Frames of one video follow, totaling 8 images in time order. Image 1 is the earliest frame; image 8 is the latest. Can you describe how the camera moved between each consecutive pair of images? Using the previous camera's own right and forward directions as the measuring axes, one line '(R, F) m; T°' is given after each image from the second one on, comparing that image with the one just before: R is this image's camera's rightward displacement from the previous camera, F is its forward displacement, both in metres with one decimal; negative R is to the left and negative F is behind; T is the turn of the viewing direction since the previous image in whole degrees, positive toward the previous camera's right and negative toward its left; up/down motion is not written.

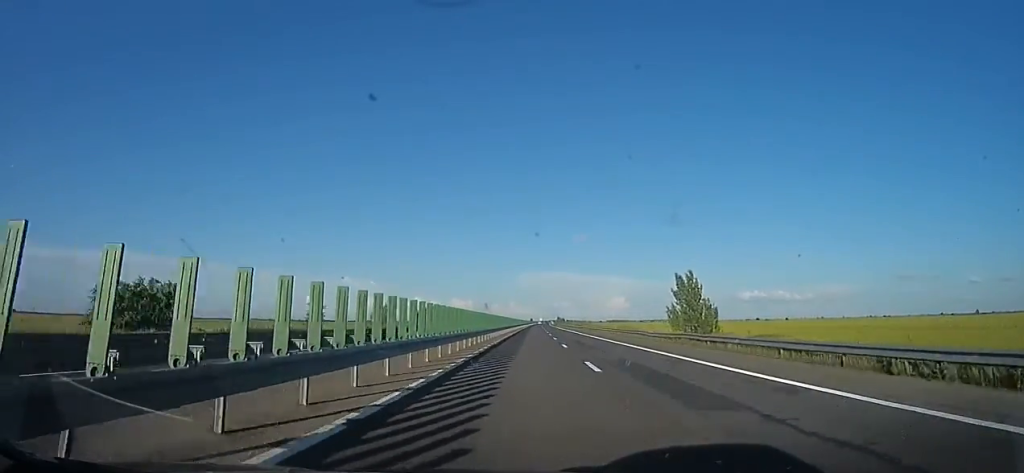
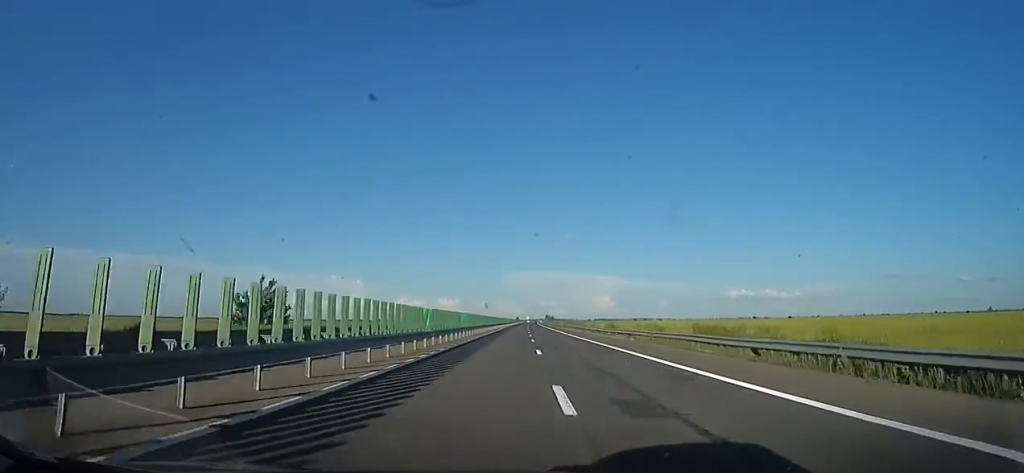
(+0.5, +55.3) m; +2°
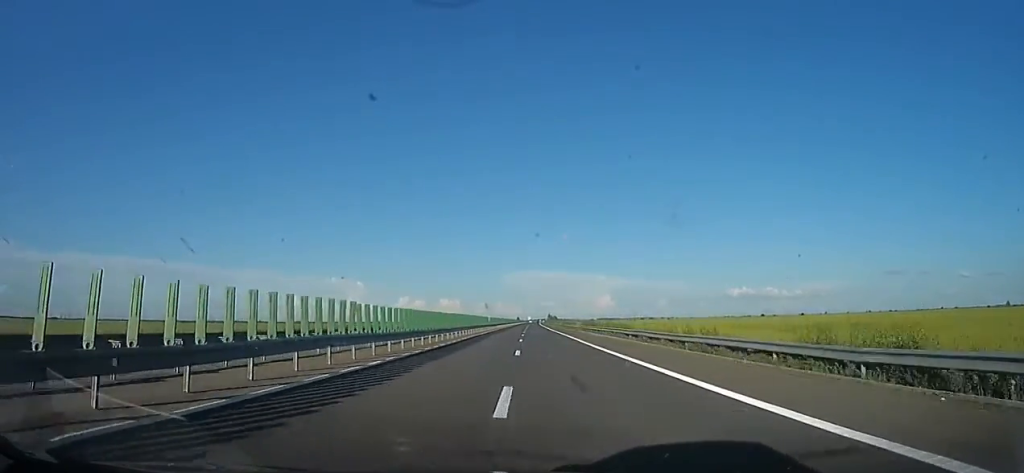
(+0.1, +37.2) m; 0°
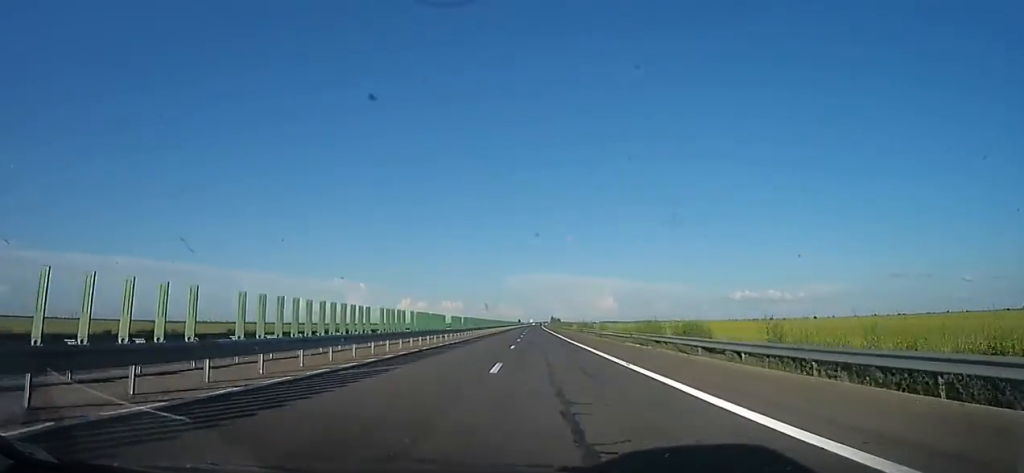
(0.0, +31.1) m; 0°
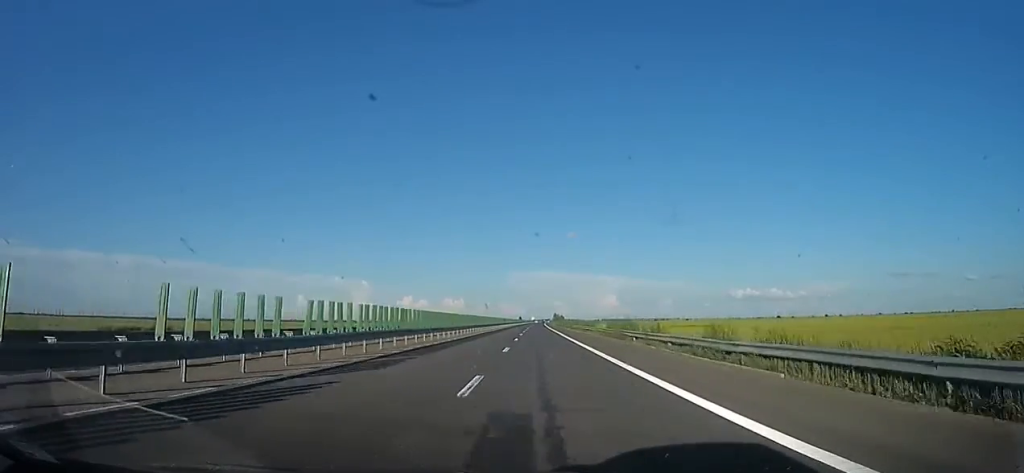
(0.0, +28.6) m; 0°
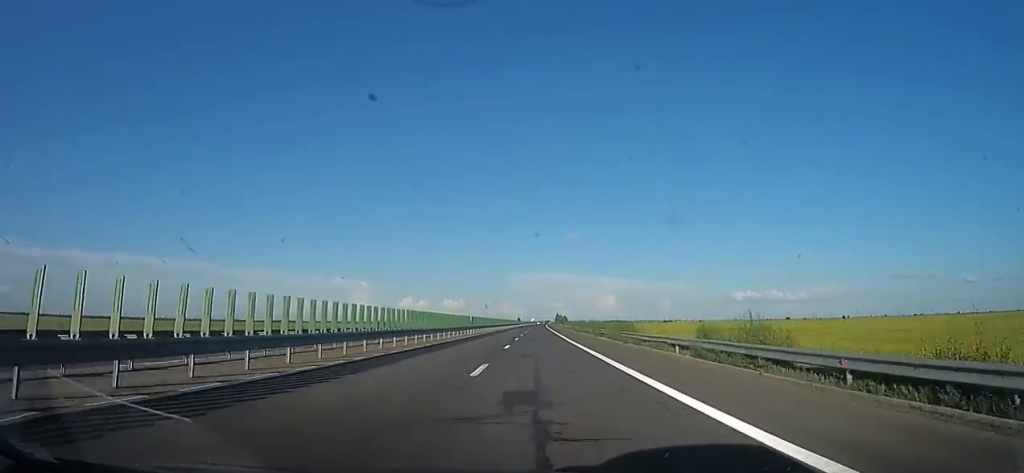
(0.0, +46.0) m; 0°
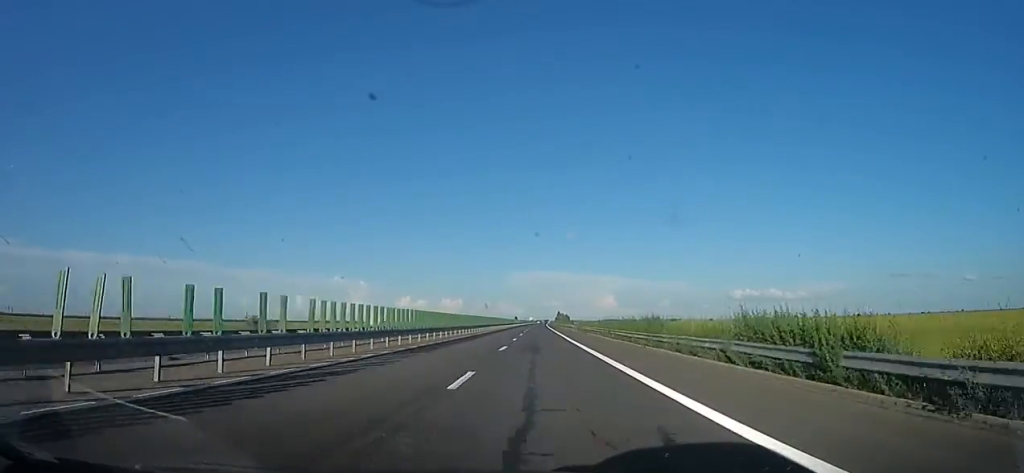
(0.0, +38.8) m; 0°
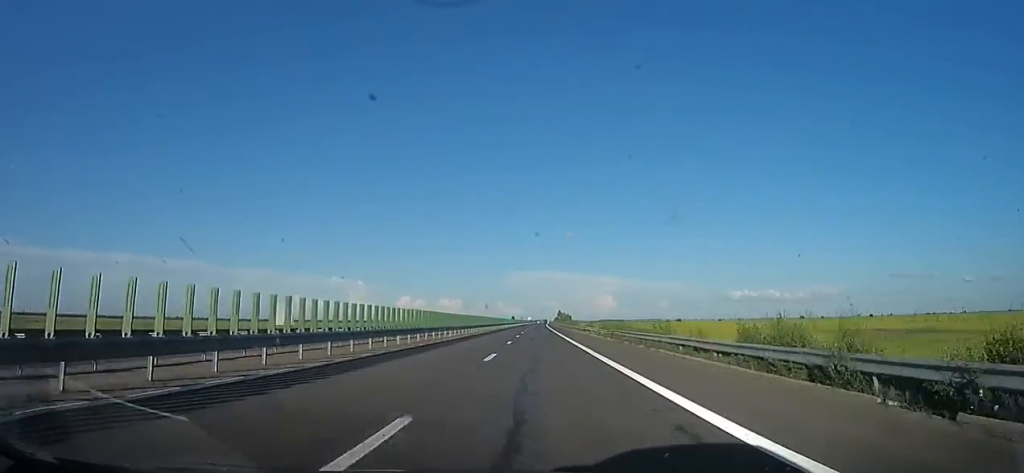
(0.0, +29.9) m; 0°
